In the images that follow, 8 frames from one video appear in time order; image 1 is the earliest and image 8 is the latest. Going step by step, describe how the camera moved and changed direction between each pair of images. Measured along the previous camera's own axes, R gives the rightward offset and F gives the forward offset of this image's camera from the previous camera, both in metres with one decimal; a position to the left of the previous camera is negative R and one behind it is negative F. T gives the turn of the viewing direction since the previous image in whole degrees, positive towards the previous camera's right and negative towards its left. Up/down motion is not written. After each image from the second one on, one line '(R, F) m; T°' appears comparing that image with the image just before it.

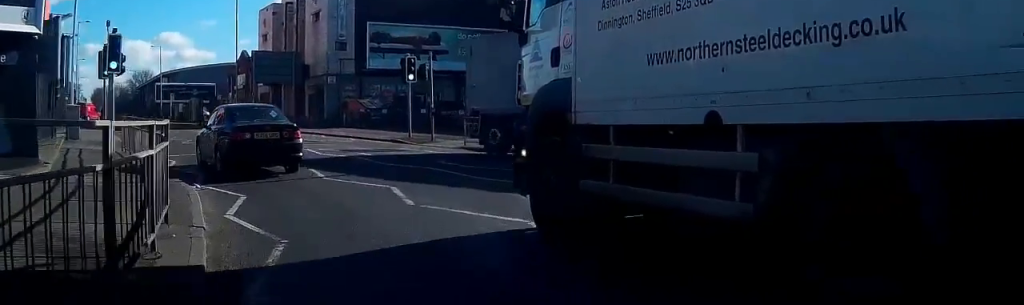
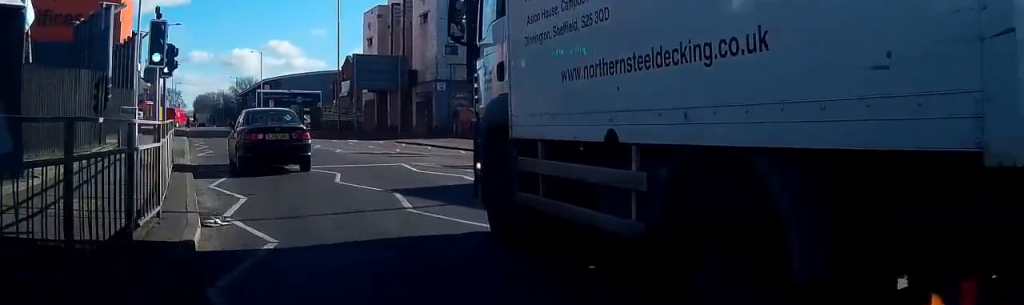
(-0.1, +4.3) m; -6°
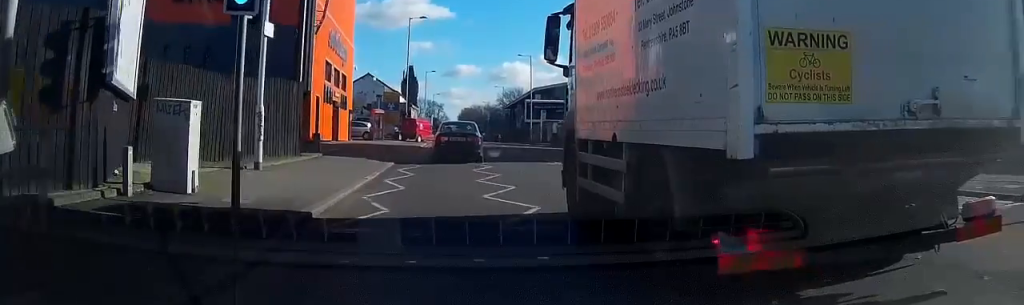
(-3.9, +15.4) m; -23°
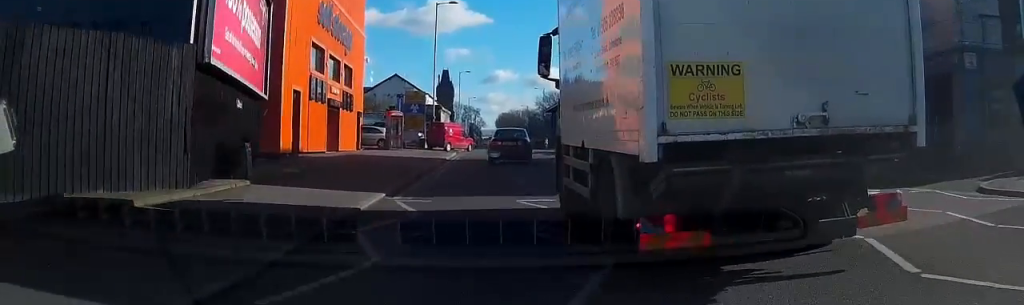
(-0.4, +11.2) m; -2°
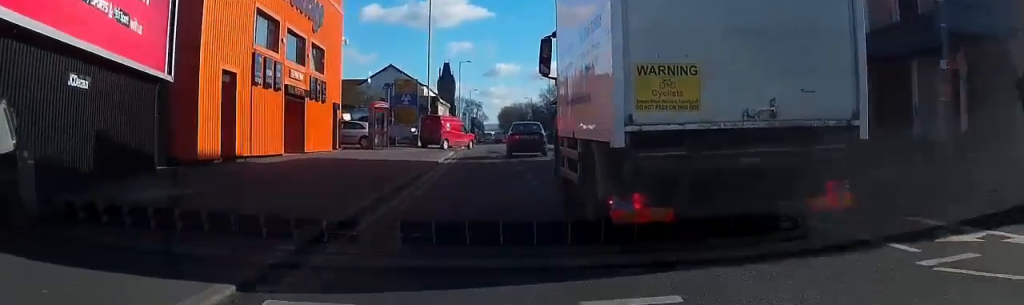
(0.0, +7.8) m; 0°
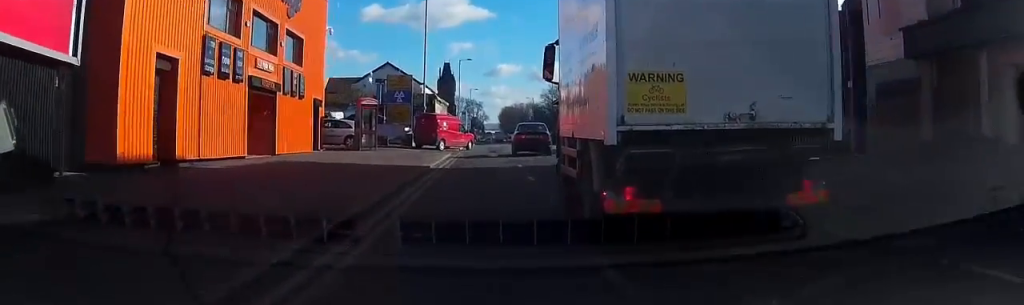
(0.0, +4.4) m; 0°
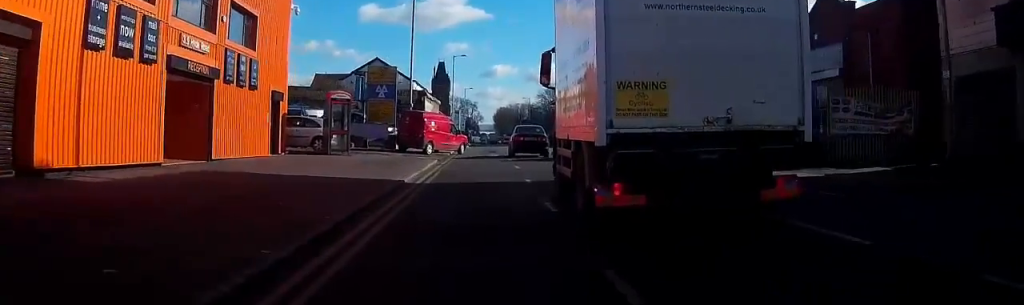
(-0.1, +6.0) m; 0°
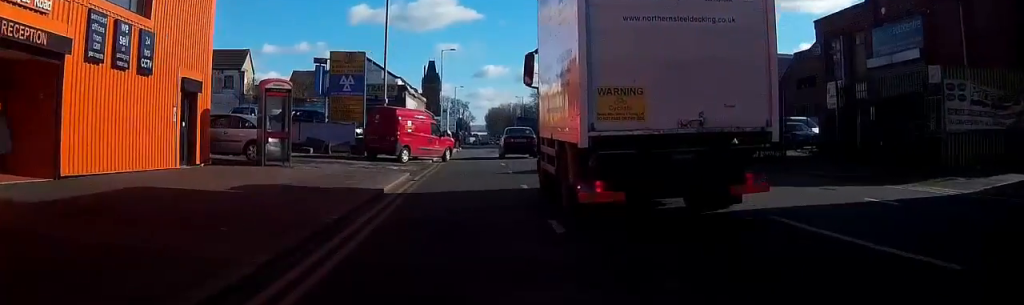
(0.0, +7.7) m; 0°
